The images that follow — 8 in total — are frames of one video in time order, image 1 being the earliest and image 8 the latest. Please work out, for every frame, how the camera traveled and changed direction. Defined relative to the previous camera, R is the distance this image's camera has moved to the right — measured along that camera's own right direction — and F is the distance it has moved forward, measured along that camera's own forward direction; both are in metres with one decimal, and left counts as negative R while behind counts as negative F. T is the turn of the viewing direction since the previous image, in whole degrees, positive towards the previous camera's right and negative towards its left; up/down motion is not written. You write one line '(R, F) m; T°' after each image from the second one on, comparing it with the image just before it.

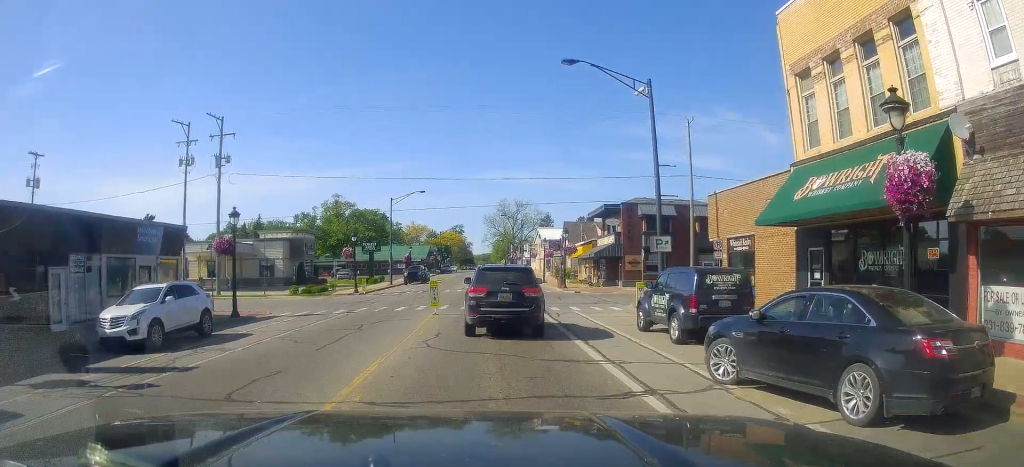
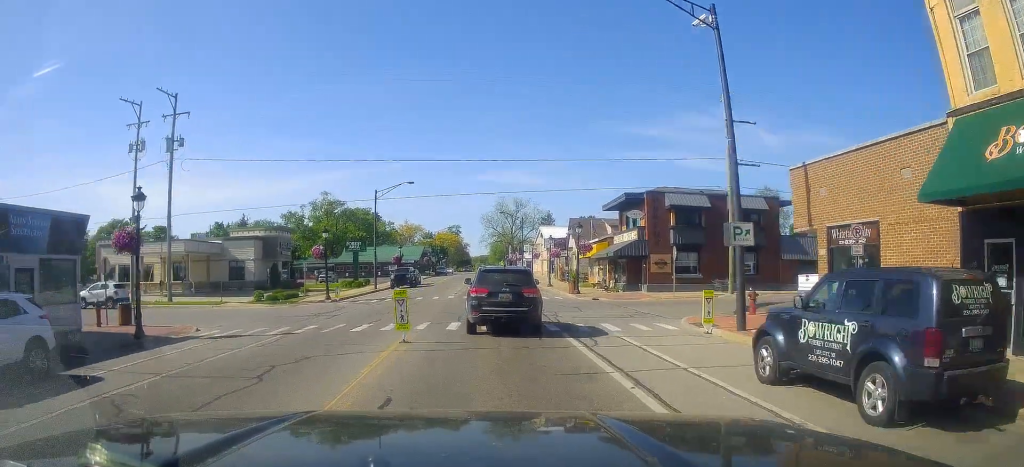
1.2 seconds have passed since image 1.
(0.0, +7.3) m; 0°
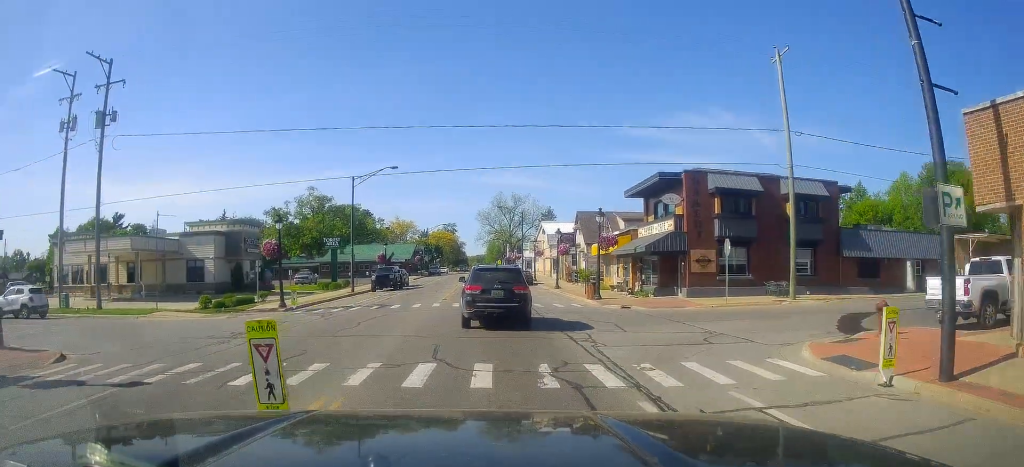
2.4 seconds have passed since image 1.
(0.0, +7.8) m; 0°
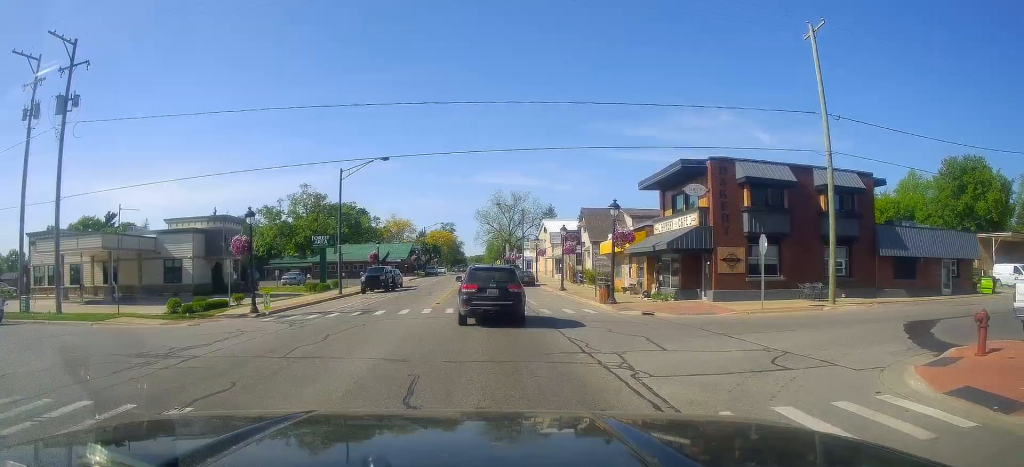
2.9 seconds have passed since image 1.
(0.0, +3.6) m; 0°
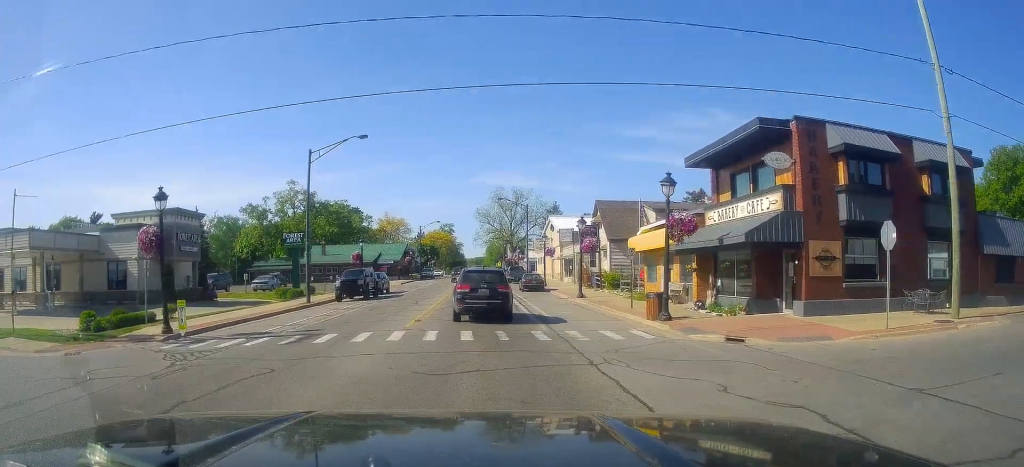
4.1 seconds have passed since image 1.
(0.0, +8.1) m; 0°
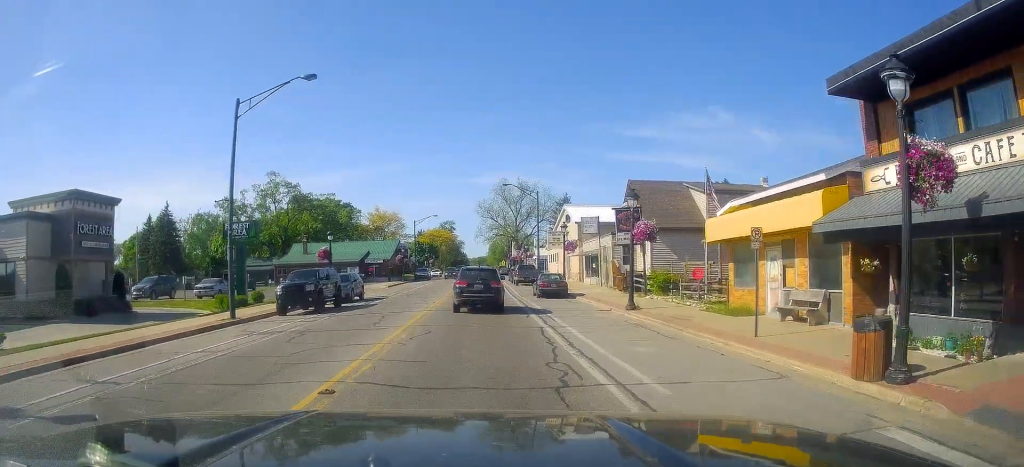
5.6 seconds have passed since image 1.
(0.0, +11.2) m; 0°
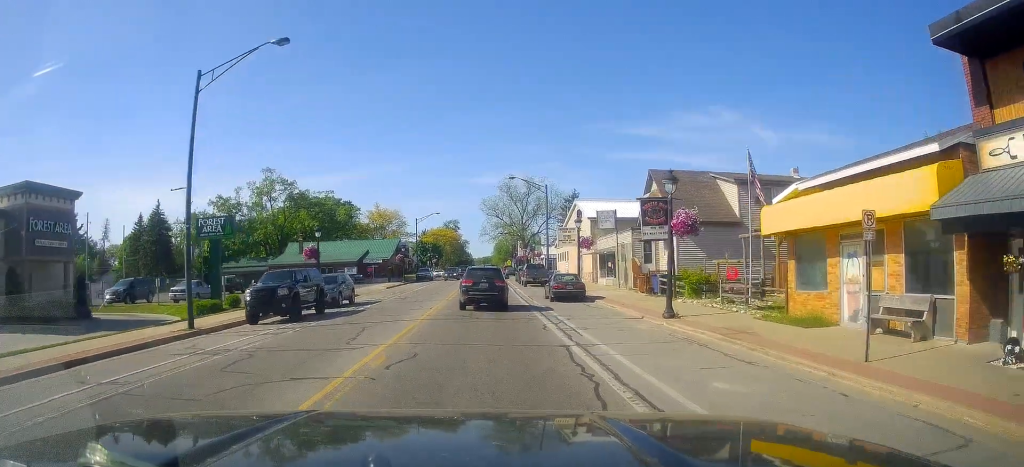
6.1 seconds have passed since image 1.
(0.0, +4.1) m; 0°
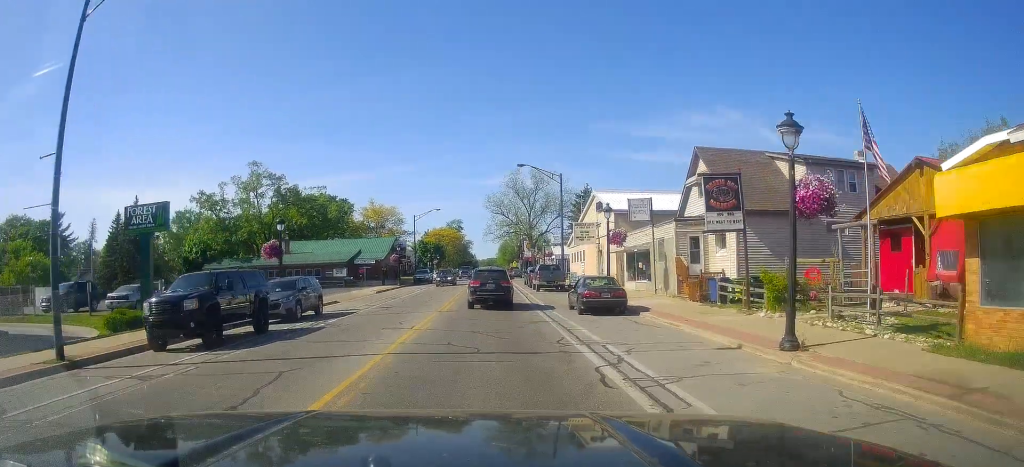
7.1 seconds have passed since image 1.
(0.0, +7.5) m; 0°
